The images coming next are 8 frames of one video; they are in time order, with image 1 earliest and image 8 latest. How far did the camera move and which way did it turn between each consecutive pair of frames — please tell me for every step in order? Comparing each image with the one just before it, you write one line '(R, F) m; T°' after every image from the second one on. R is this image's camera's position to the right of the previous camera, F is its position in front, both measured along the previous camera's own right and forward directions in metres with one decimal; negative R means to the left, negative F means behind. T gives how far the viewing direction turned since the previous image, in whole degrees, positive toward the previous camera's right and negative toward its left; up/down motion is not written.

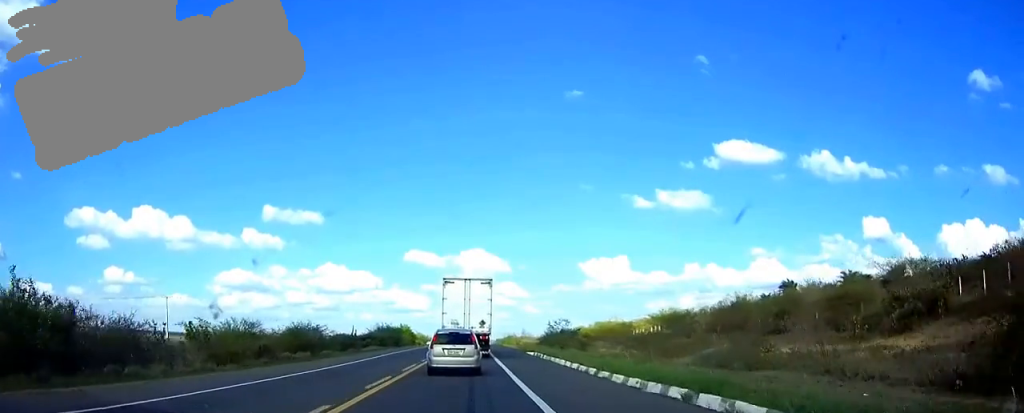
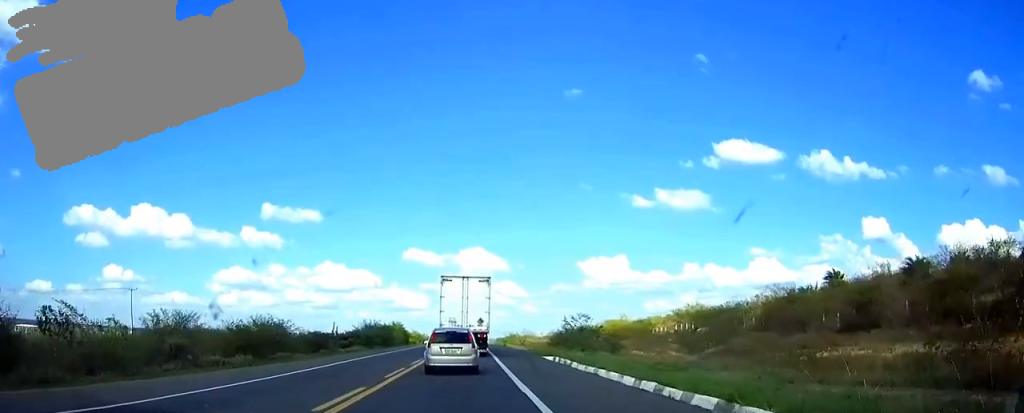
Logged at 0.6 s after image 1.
(0.0, +13.3) m; 0°
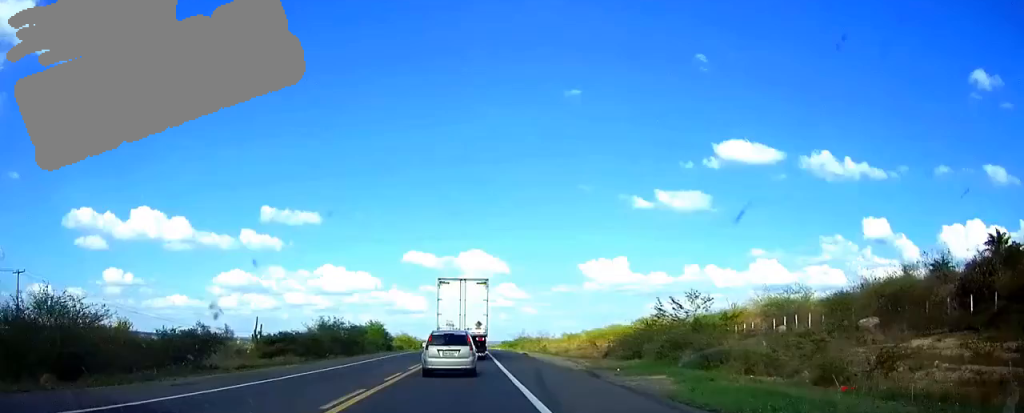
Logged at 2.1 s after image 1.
(-0.2, +31.5) m; 0°
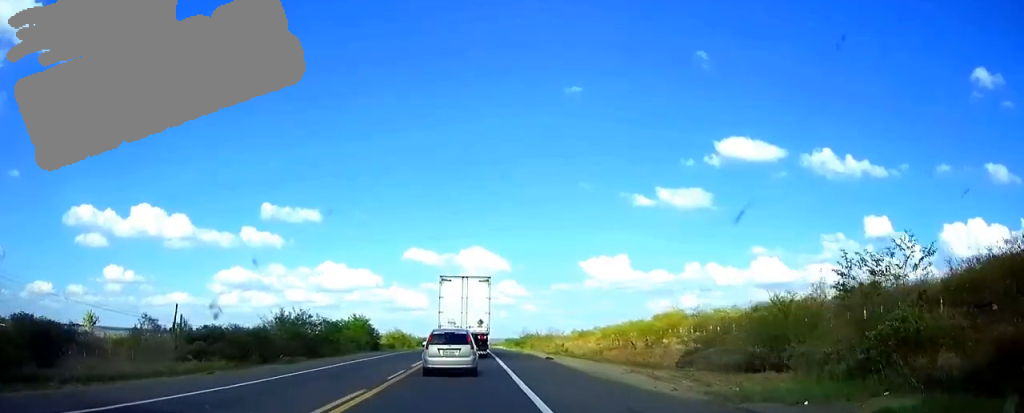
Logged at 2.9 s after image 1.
(0.0, +16.1) m; 0°
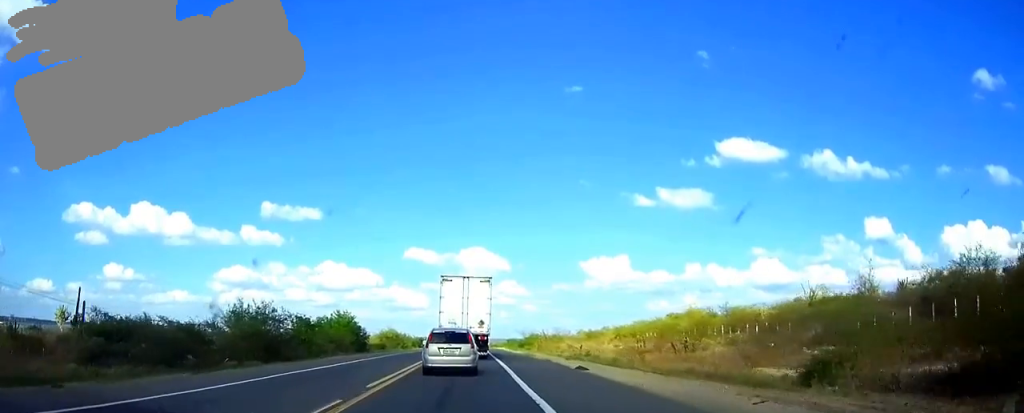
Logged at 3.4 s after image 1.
(+0.1, +11.1) m; 0°
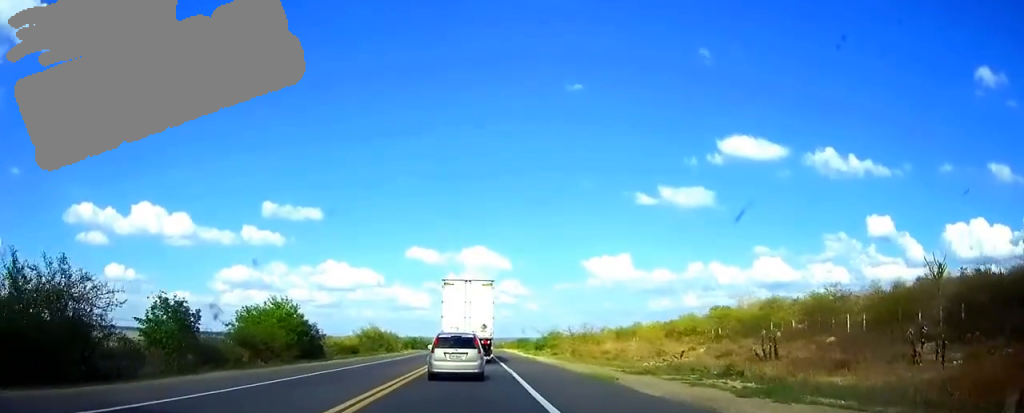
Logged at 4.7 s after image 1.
(-0.1, +27.1) m; 0°
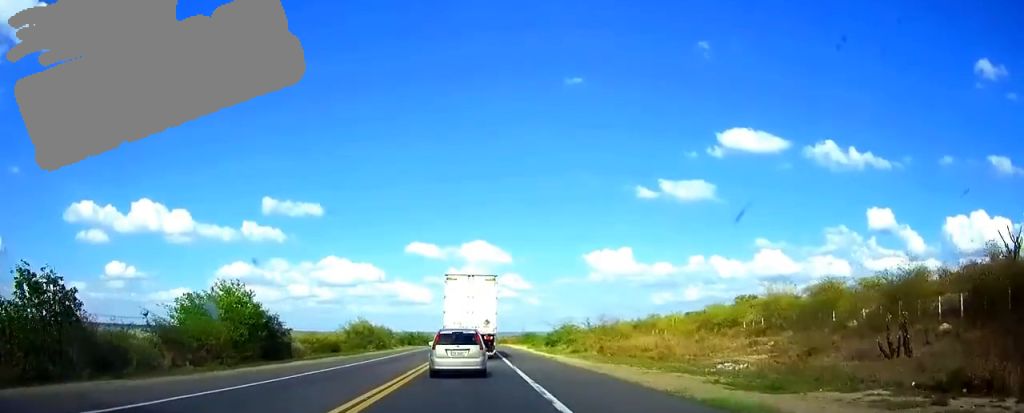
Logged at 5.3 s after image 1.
(0.0, +11.8) m; 0°
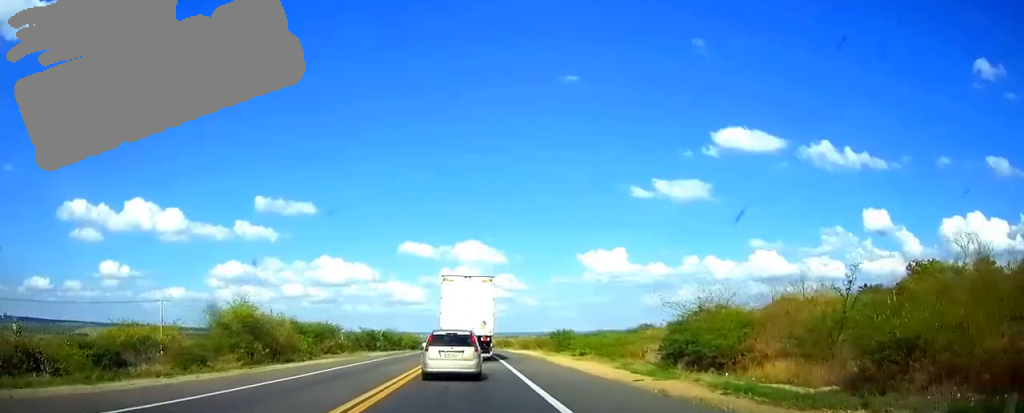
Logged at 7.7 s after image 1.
(-0.2, +50.4) m; 0°
